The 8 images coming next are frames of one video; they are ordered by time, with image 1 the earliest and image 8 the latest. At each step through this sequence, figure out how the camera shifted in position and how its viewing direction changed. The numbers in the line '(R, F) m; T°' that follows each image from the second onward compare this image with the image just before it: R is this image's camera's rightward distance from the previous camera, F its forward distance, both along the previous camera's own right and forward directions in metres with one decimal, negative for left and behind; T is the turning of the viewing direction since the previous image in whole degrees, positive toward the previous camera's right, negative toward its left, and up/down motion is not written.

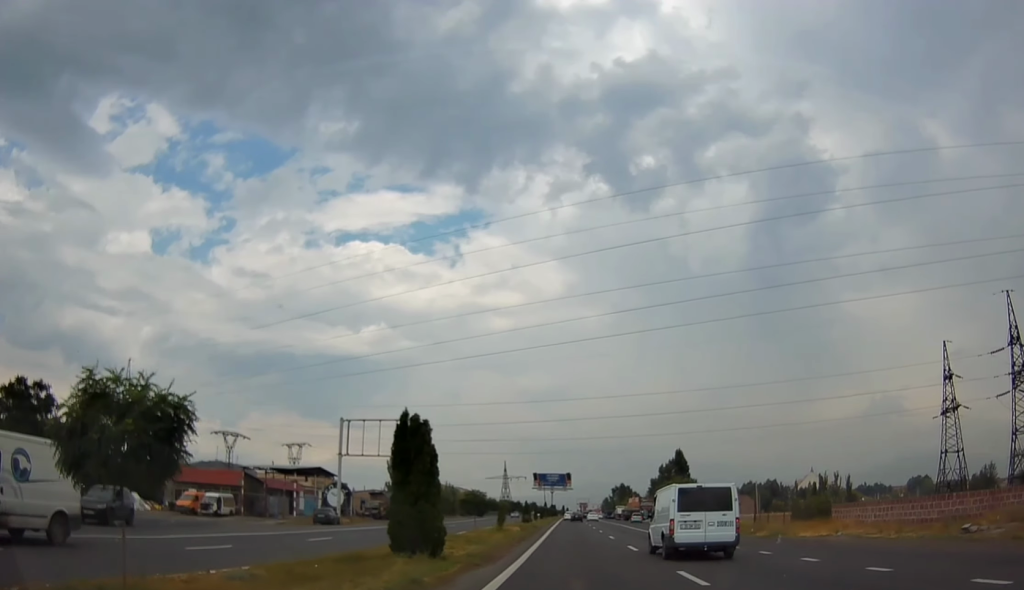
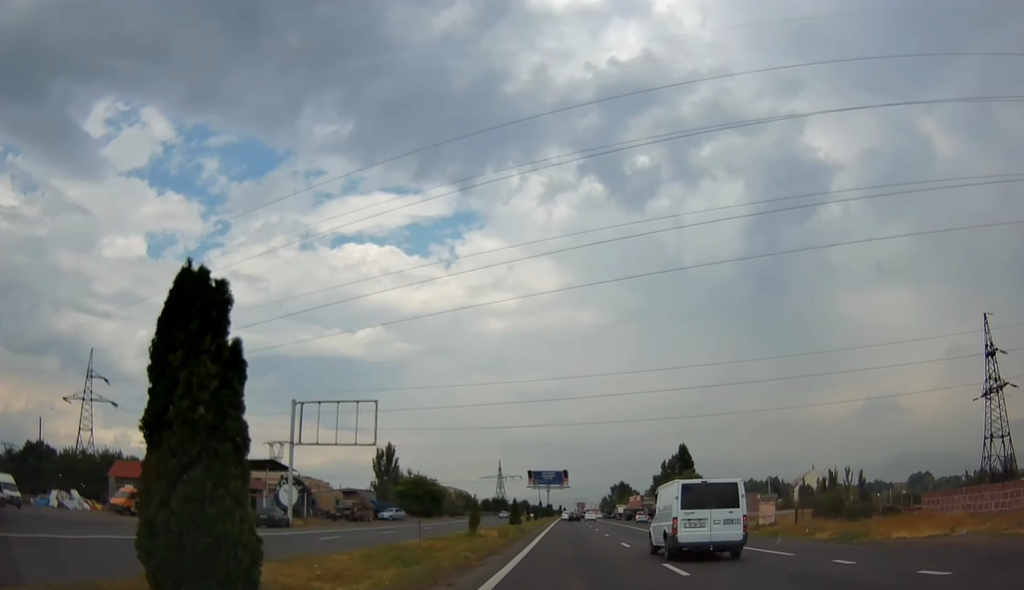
(0.0, +10.3) m; 0°
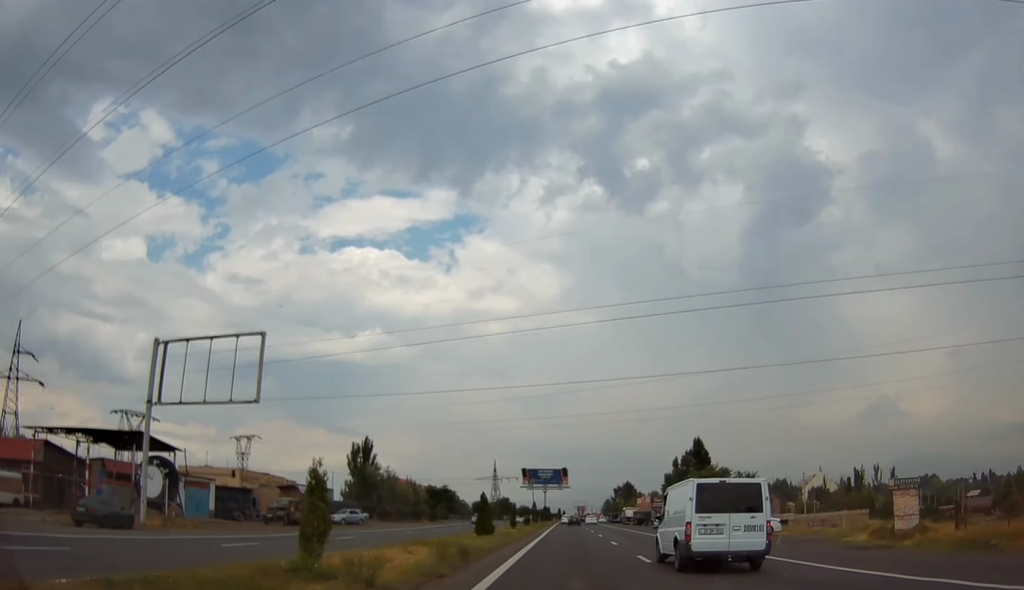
(0.0, +19.0) m; 0°
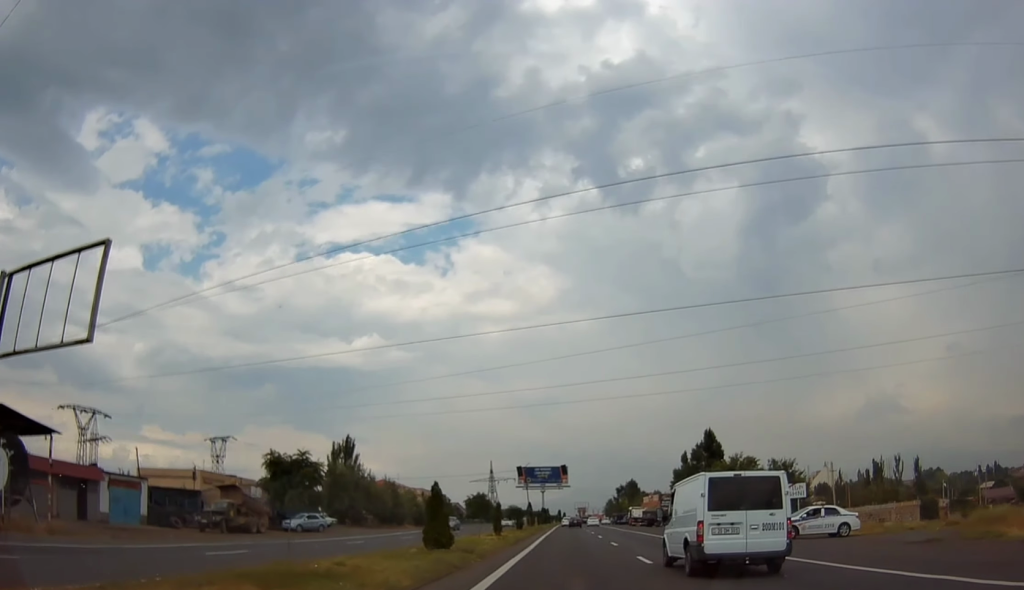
(+0.2, +12.2) m; 0°
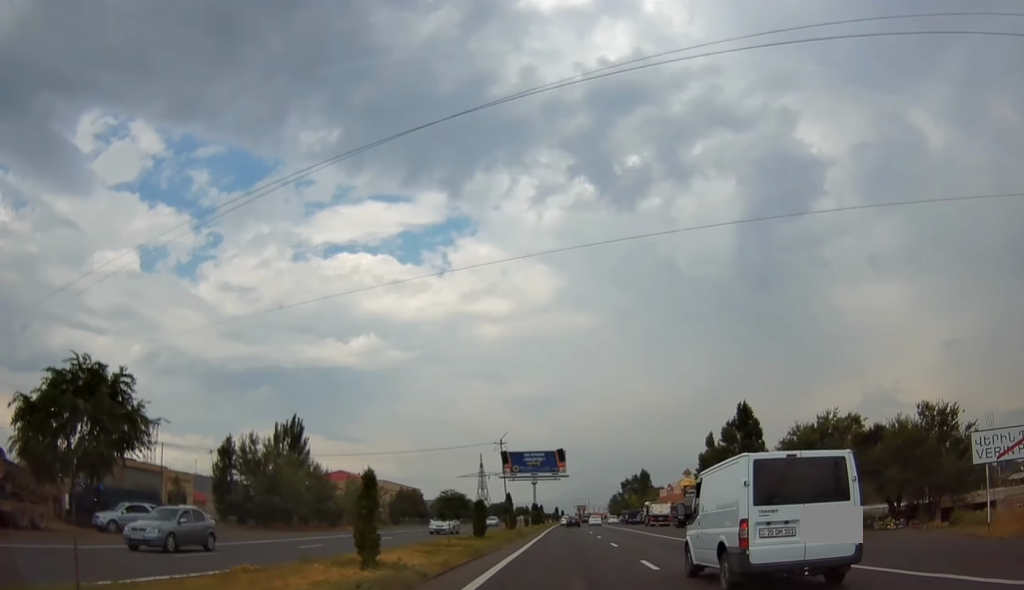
(-0.2, +26.7) m; 0°
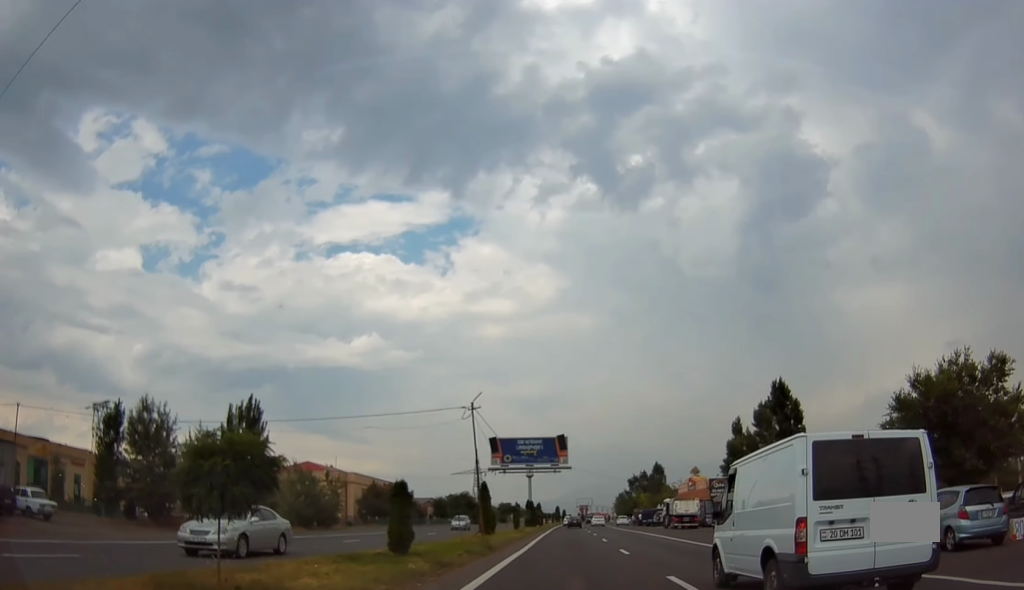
(+0.2, +16.8) m; 0°
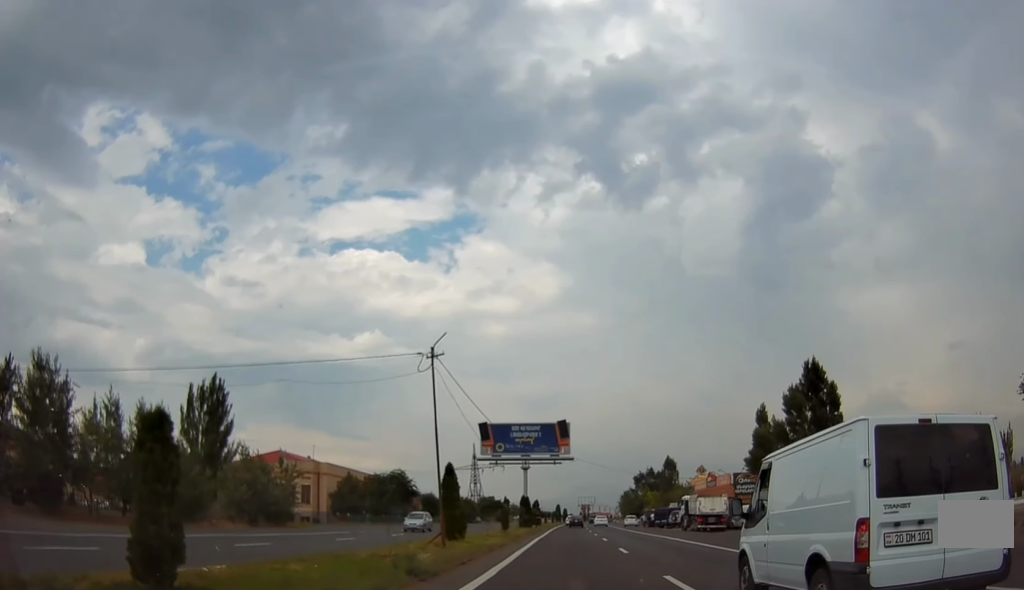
(-0.2, +11.3) m; -1°
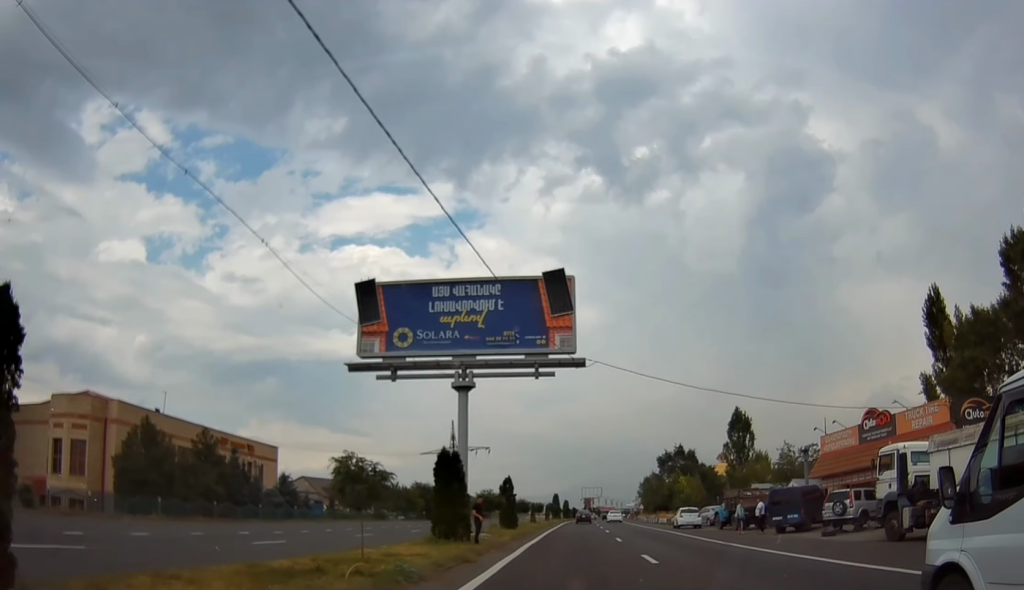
(+0.7, +42.7) m; +1°
